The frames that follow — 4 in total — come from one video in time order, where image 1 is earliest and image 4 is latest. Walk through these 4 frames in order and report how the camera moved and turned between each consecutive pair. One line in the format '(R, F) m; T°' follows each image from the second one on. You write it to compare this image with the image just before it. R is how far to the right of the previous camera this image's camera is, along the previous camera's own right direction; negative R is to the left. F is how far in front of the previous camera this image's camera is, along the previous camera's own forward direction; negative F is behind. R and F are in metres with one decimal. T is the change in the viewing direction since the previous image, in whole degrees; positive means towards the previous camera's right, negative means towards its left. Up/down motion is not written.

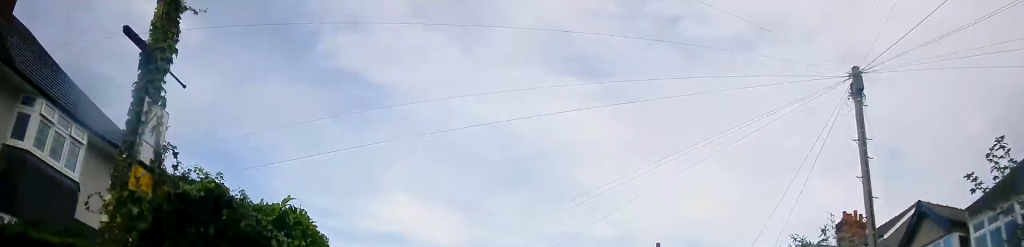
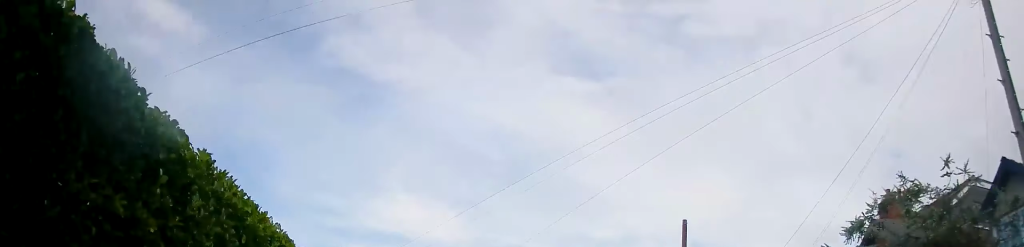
(-0.1, +4.3) m; +2°
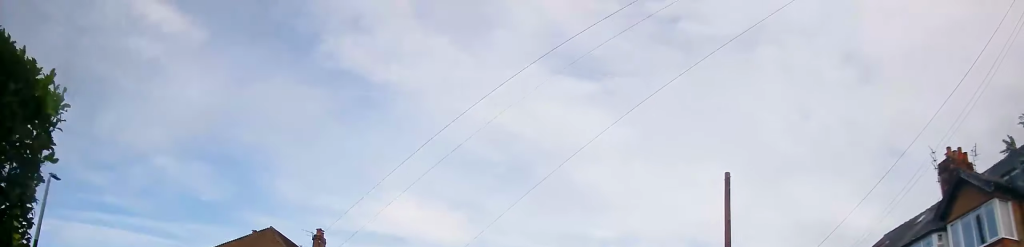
(+0.2, +5.3) m; +1°
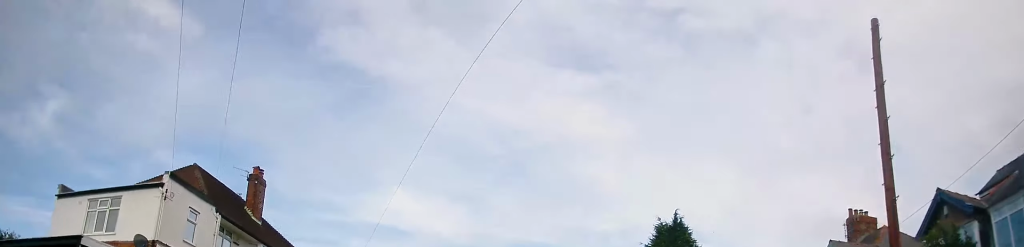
(-0.1, +9.1) m; -1°
